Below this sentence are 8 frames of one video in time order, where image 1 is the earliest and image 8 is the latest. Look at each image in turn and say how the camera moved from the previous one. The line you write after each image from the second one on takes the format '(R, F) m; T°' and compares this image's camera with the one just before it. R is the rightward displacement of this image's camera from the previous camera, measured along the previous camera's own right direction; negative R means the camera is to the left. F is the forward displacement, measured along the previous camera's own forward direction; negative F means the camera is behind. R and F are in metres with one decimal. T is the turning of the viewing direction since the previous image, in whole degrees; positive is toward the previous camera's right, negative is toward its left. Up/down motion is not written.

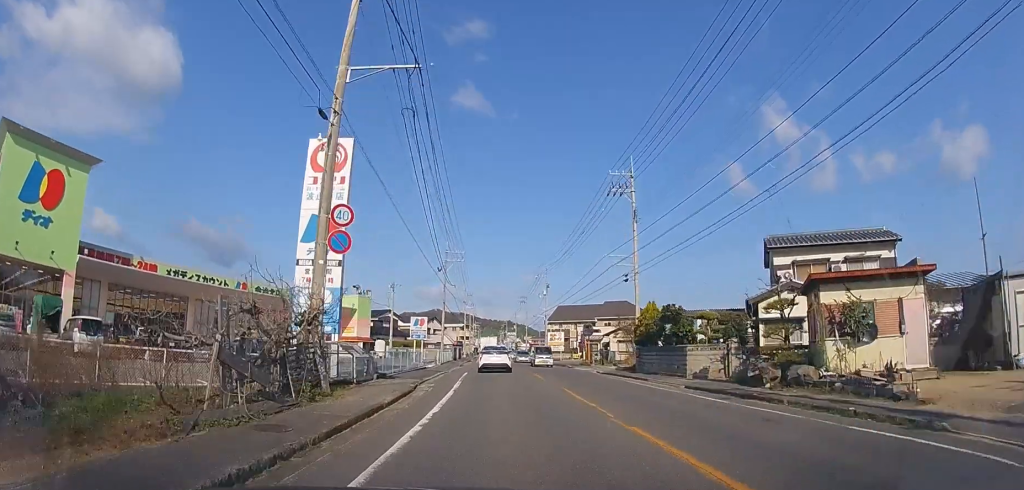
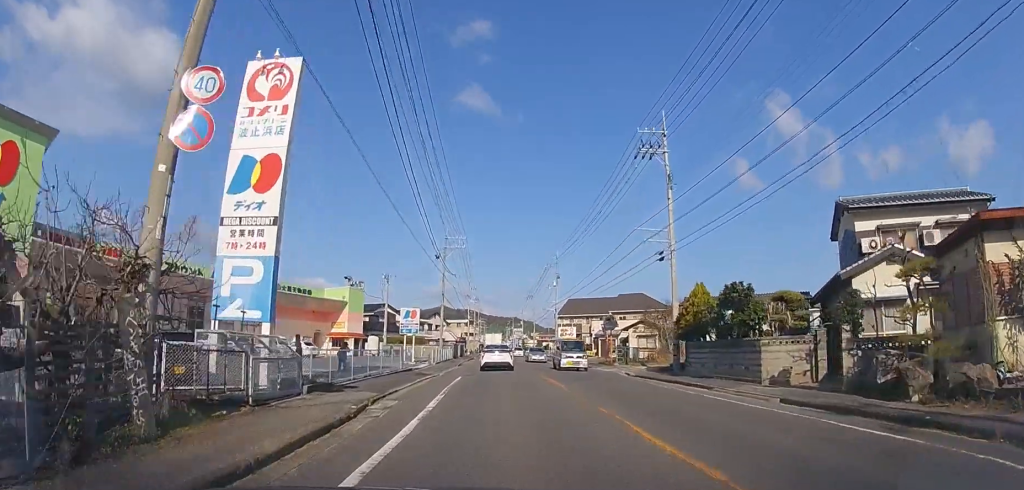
(0.0, +6.4) m; 0°
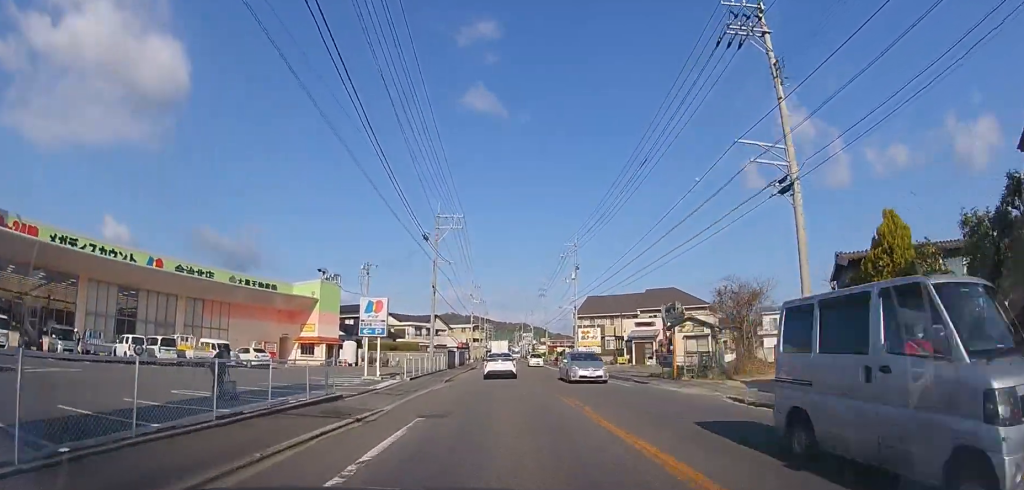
(0.0, +11.4) m; -1°
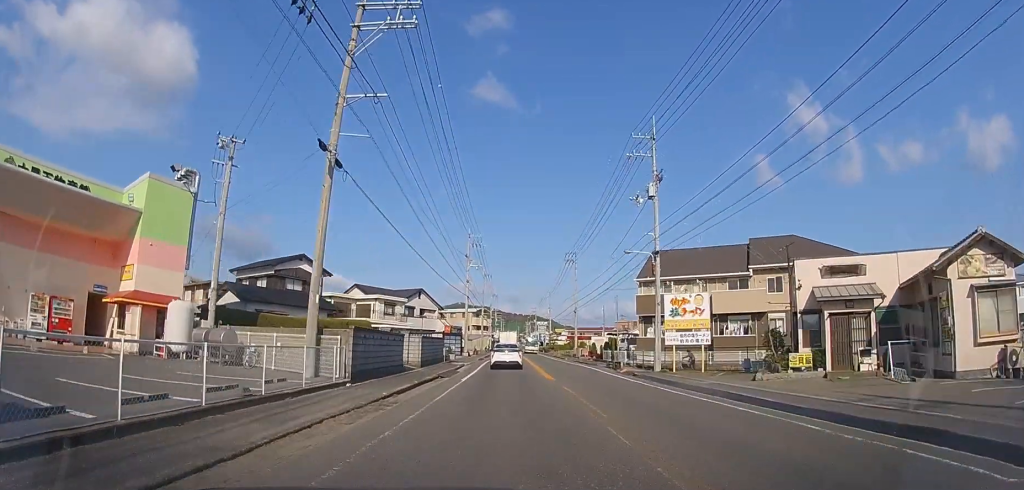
(-0.5, +26.2) m; -2°
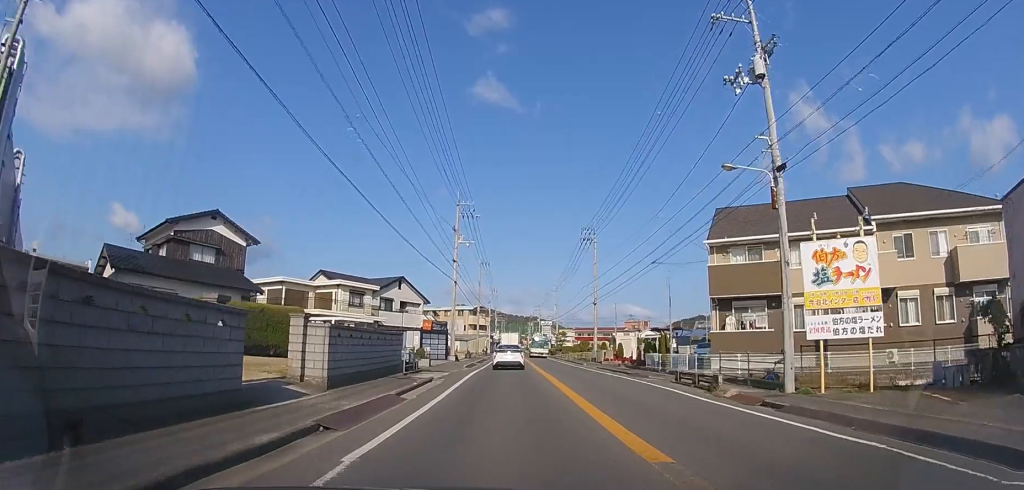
(-0.1, +13.2) m; 0°
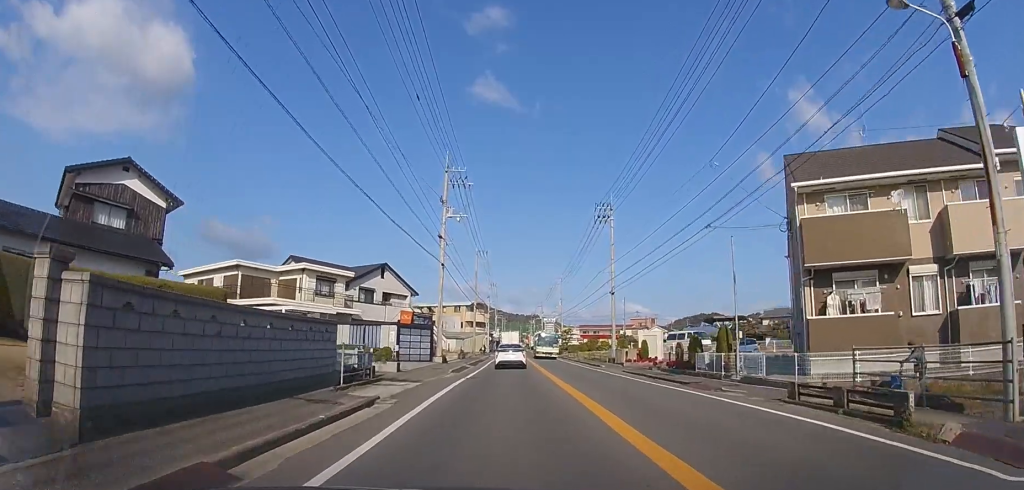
(0.0, +7.8) m; 0°
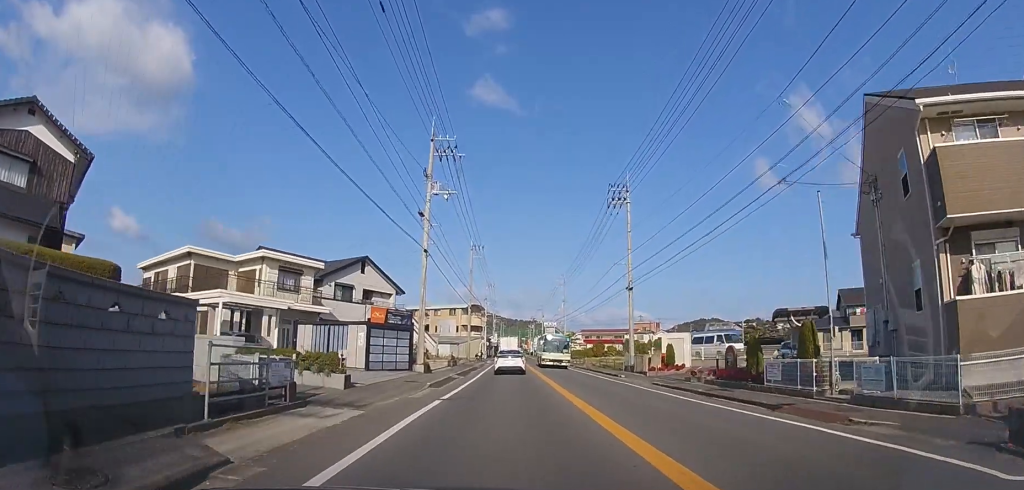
(0.0, +6.3) m; 0°
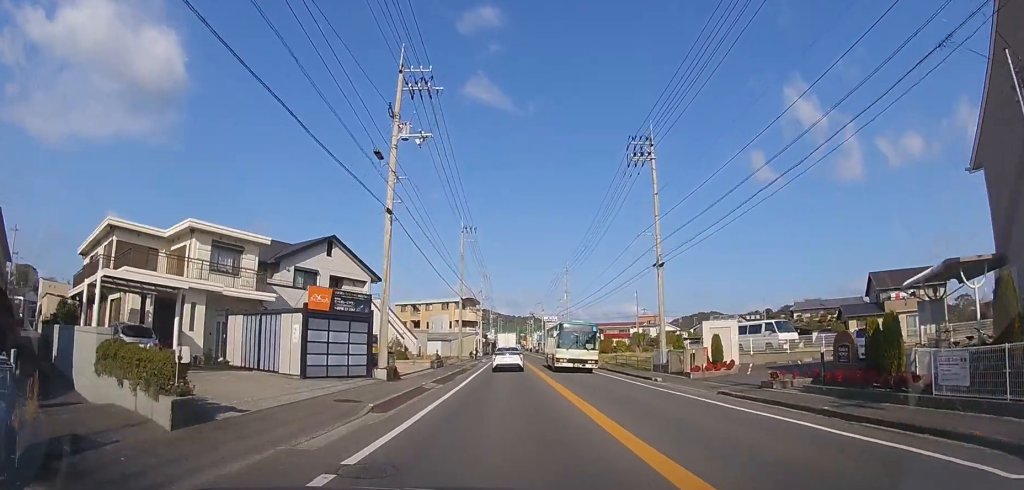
(0.0, +7.3) m; 0°
